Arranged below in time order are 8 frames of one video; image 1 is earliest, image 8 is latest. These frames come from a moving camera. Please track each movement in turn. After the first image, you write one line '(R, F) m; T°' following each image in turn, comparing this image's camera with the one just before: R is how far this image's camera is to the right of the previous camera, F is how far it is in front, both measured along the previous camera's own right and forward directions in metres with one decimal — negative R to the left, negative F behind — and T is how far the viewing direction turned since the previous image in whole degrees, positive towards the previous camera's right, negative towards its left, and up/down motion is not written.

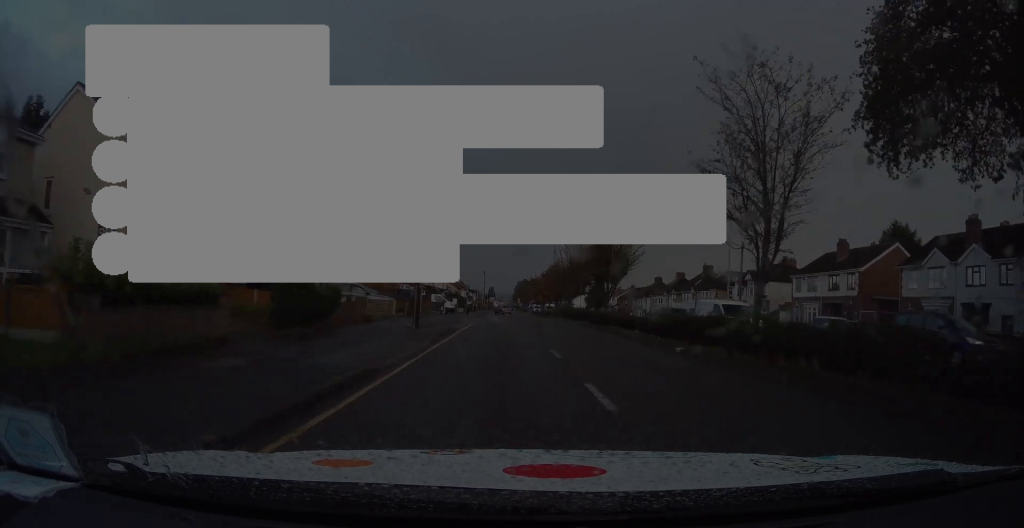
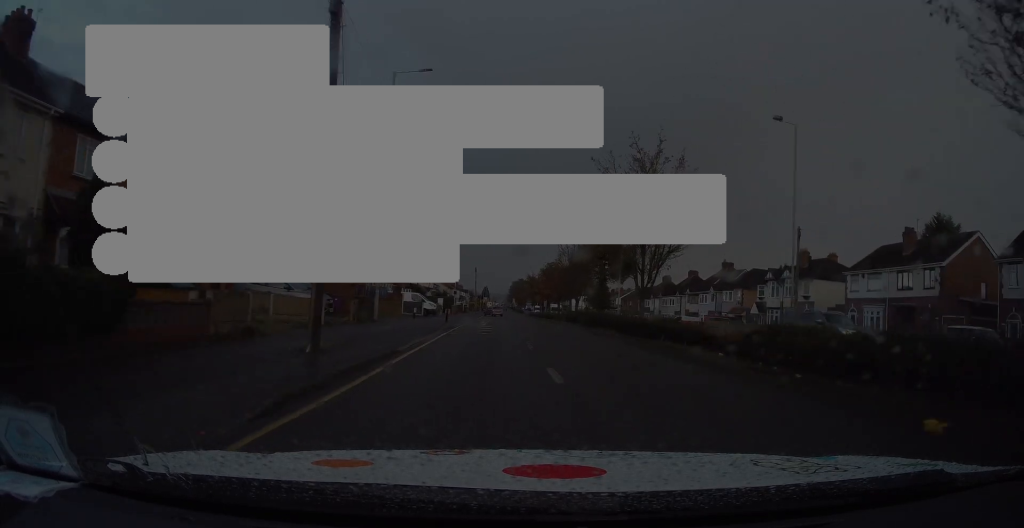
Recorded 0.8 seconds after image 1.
(+0.2, +10.3) m; +1°
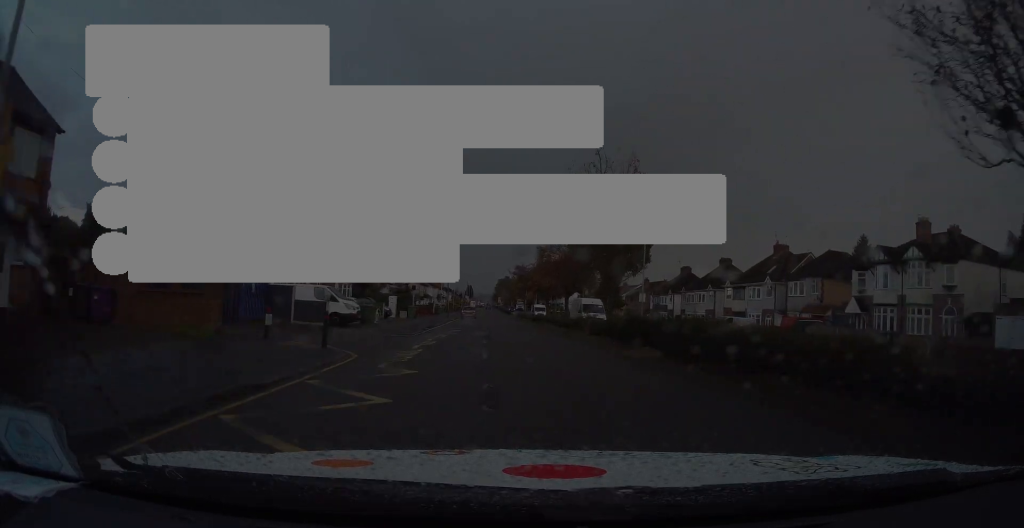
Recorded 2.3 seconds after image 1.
(+0.2, +20.1) m; +1°
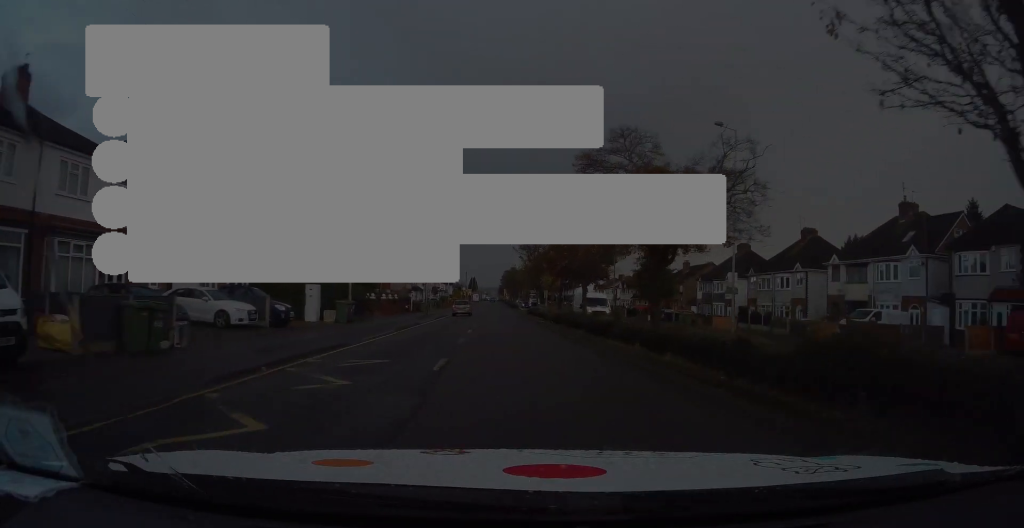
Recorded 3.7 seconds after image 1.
(-0.1, +20.6) m; -1°
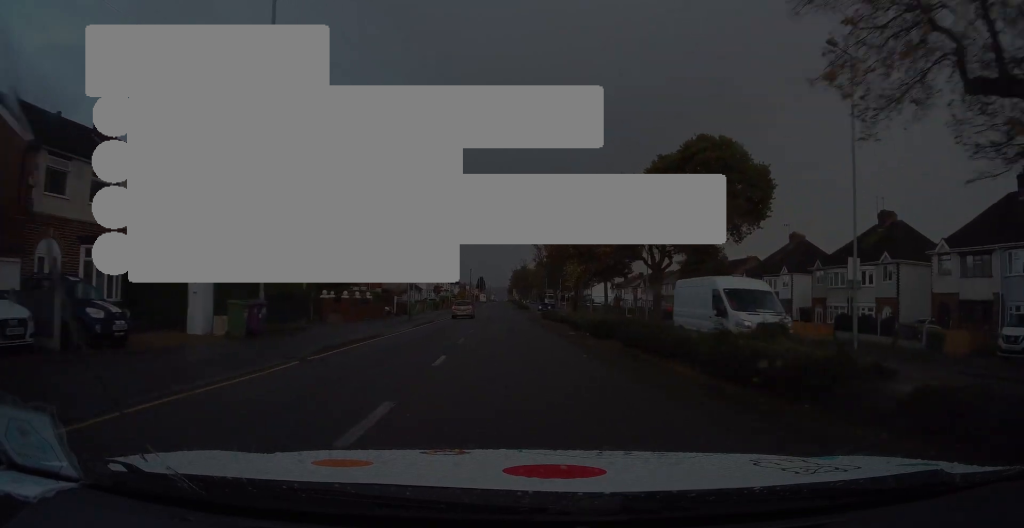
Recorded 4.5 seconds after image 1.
(-0.2, +11.4) m; -1°
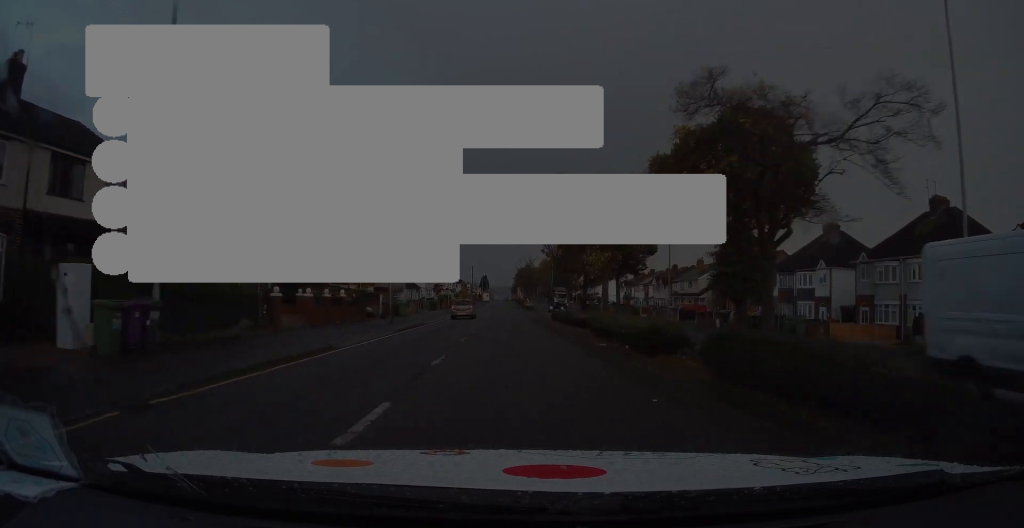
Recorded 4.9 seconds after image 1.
(-0.1, +6.0) m; 0°
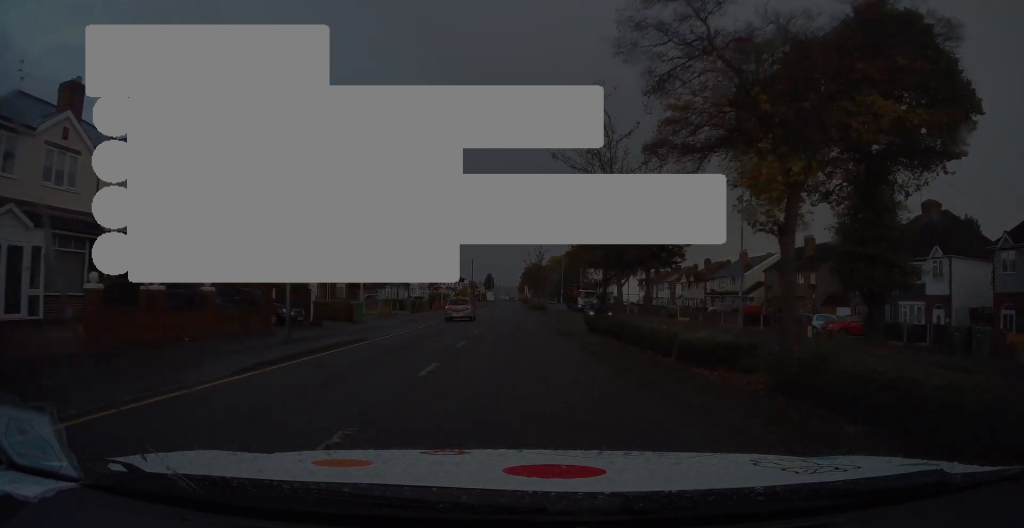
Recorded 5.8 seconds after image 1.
(+0.2, +13.6) m; 0°
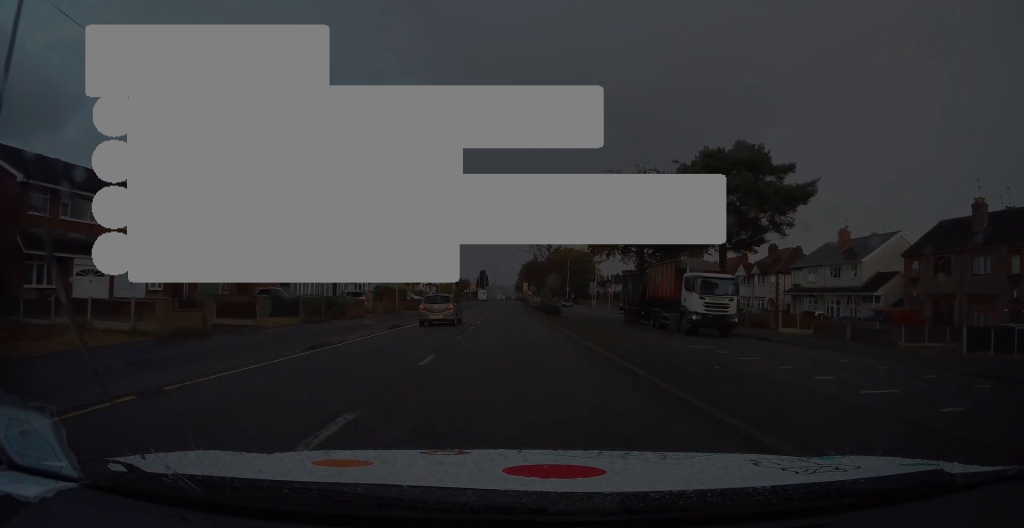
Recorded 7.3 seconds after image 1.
(-0.4, +22.7) m; -1°
